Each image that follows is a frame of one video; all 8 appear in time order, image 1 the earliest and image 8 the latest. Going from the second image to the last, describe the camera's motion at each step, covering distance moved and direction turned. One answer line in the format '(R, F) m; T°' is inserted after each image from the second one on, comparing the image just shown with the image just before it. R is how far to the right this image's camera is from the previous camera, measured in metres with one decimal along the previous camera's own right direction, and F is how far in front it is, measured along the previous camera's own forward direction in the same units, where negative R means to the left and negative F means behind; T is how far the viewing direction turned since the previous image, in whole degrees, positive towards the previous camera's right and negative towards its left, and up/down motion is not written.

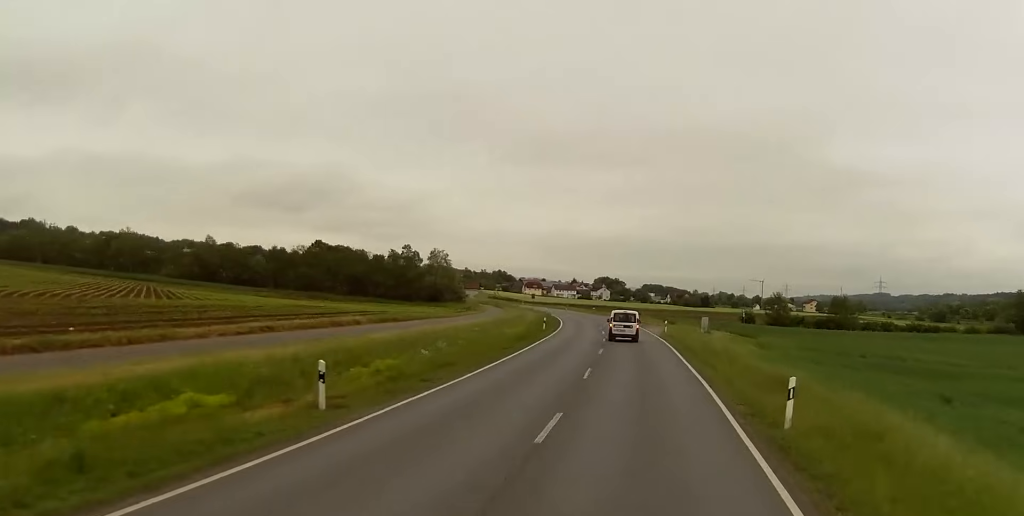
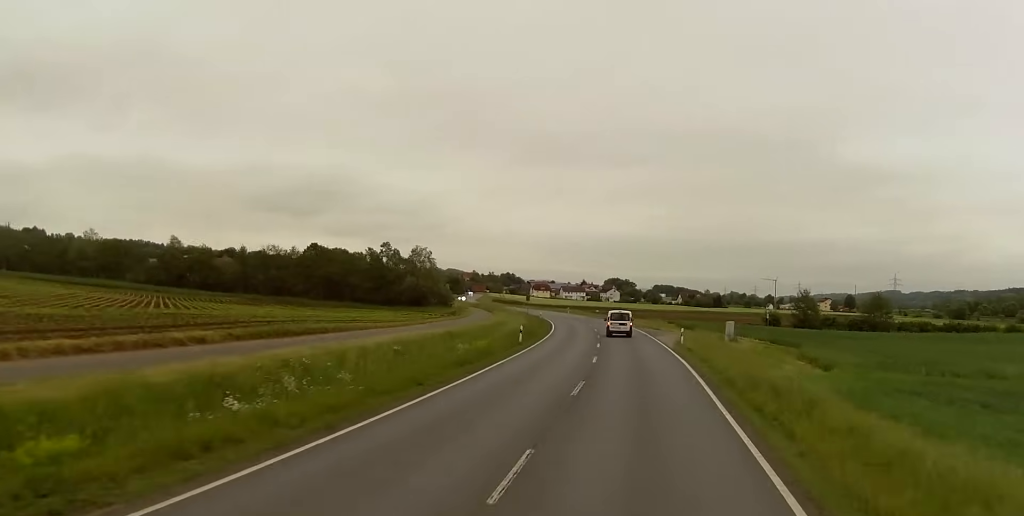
(-0.4, +16.6) m; -1°
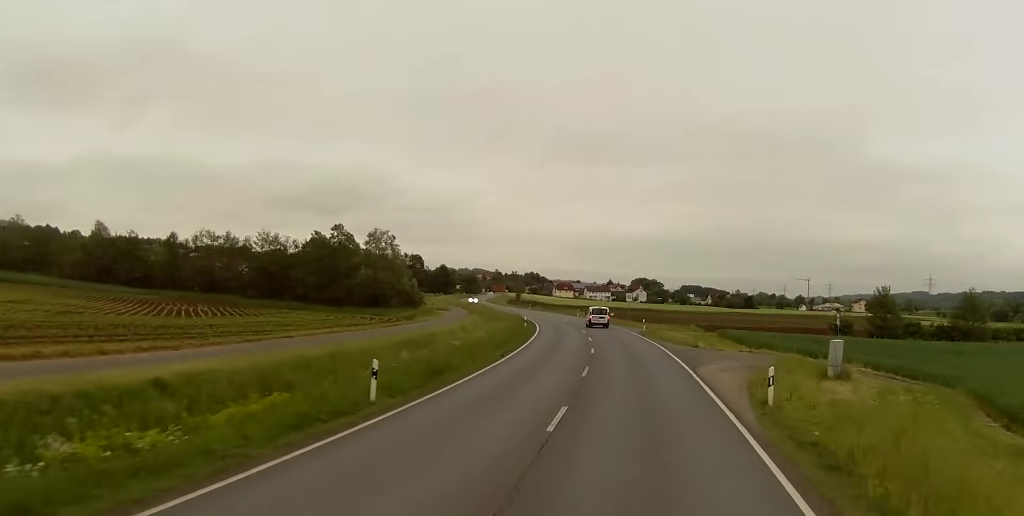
(+0.1, +30.7) m; -1°
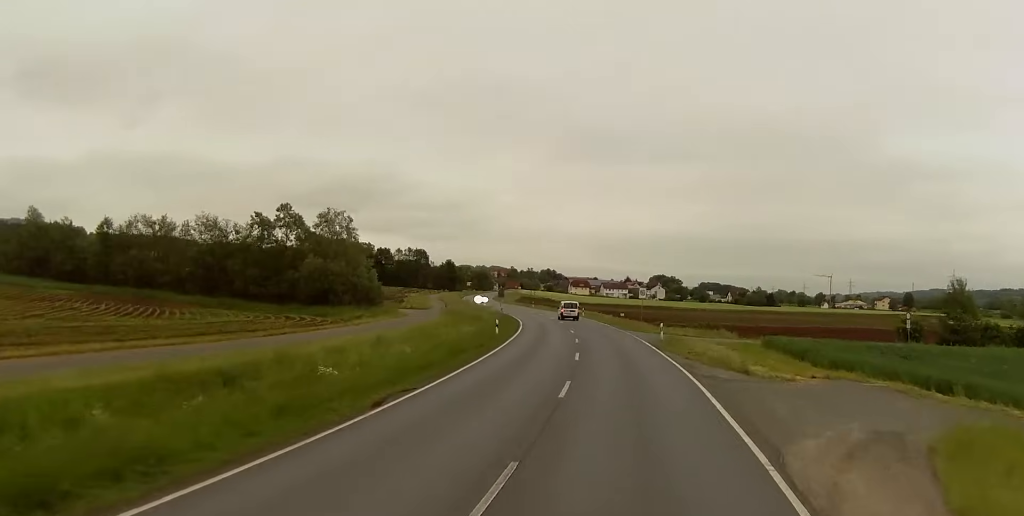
(-0.3, +19.8) m; -1°
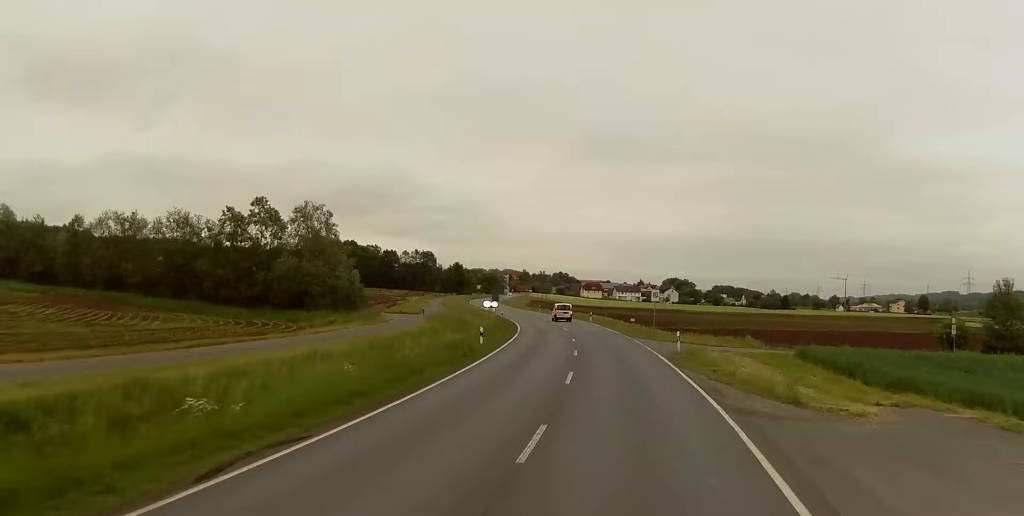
(0.0, +8.3) m; -1°
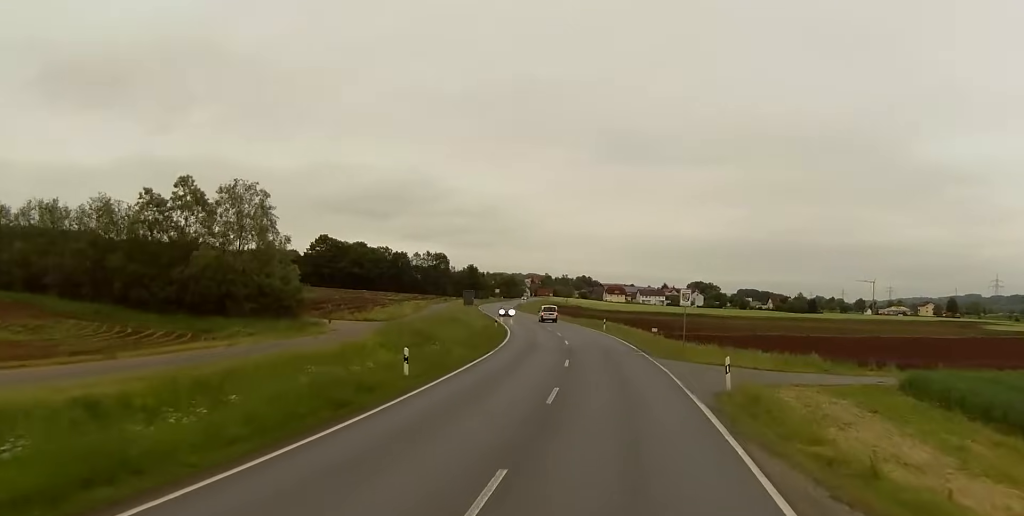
(-0.1, +16.7) m; -1°
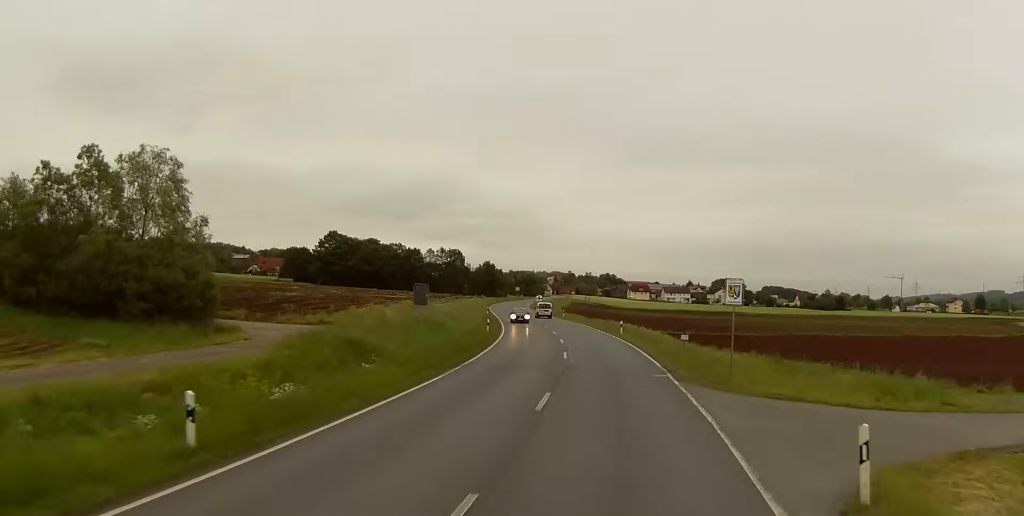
(-0.3, +14.1) m; -1°
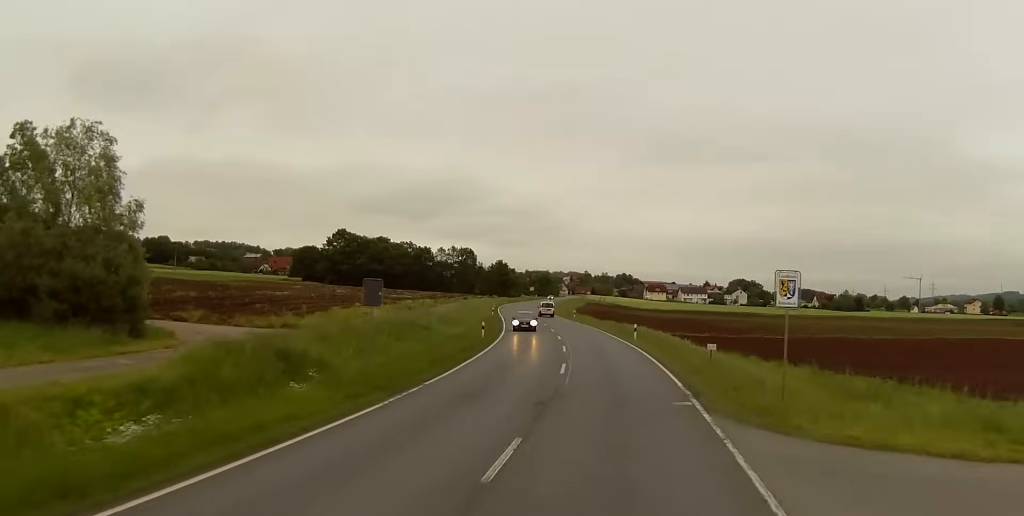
(-0.1, +7.7) m; -1°
